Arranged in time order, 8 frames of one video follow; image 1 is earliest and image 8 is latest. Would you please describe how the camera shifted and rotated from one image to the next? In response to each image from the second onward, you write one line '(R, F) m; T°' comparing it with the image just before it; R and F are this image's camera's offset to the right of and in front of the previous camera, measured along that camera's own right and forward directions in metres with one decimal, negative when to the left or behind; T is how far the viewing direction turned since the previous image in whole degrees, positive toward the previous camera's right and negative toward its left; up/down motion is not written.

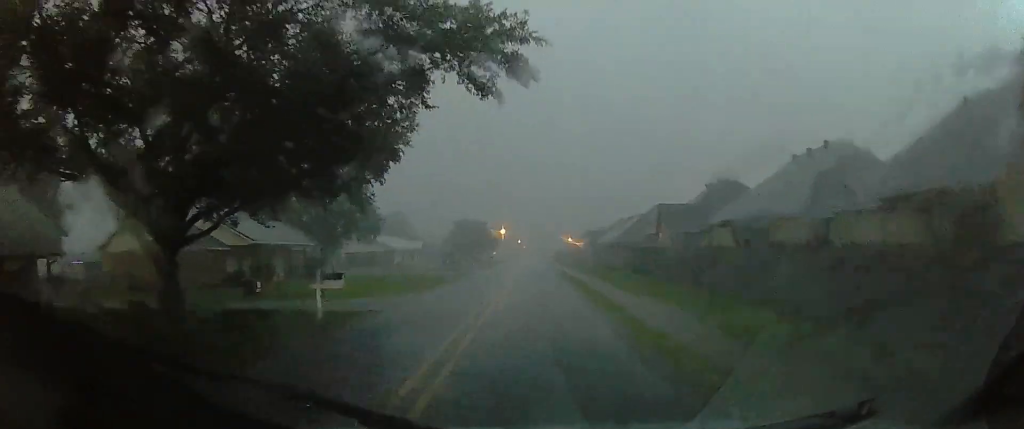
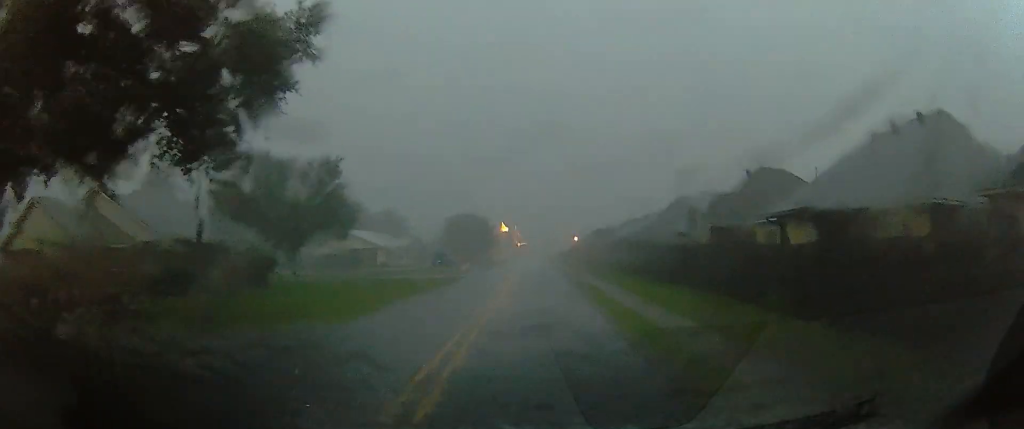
(0.0, +9.6) m; 0°
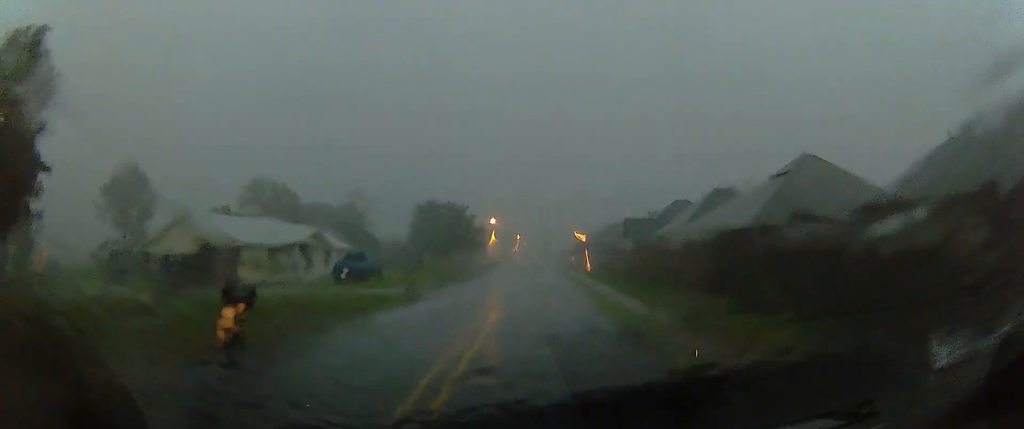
(0.0, +32.0) m; 0°
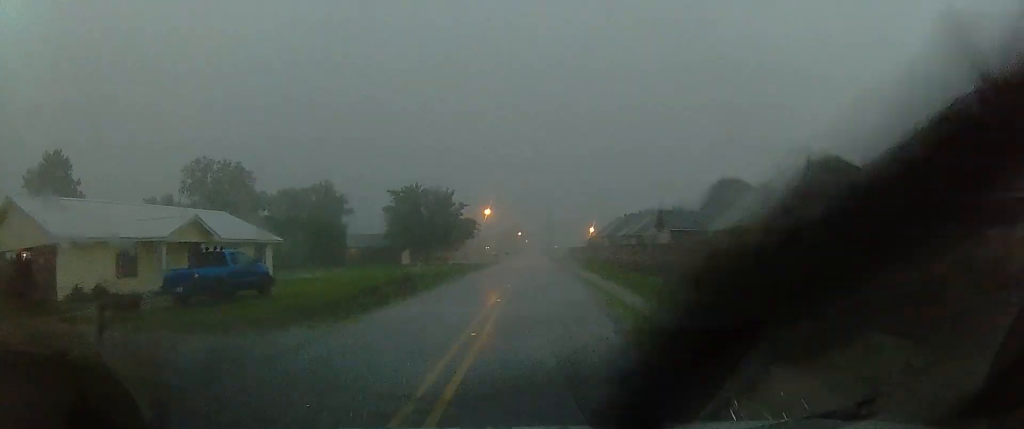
(0.0, +16.9) m; 0°
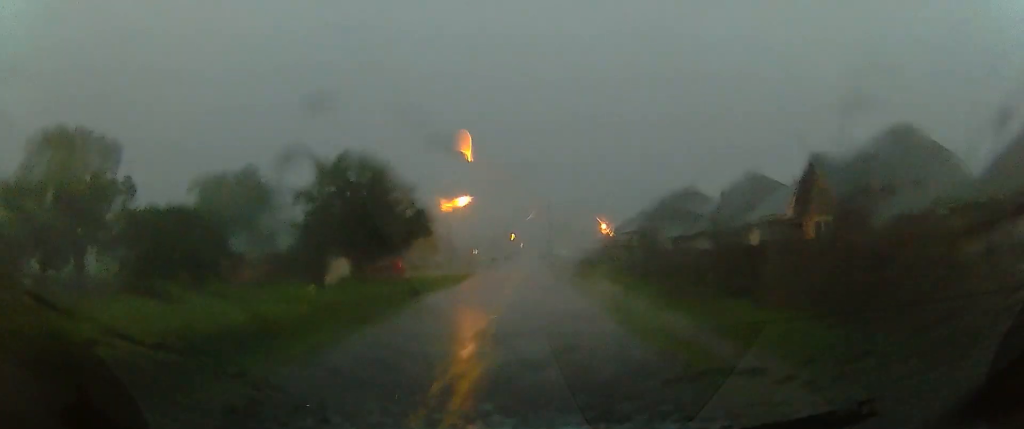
(0.0, +27.4) m; 0°
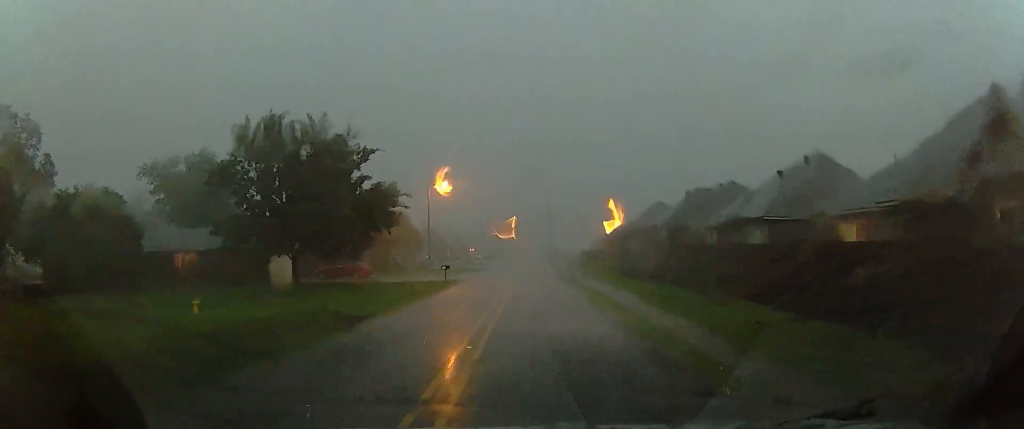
(0.0, +11.0) m; 0°
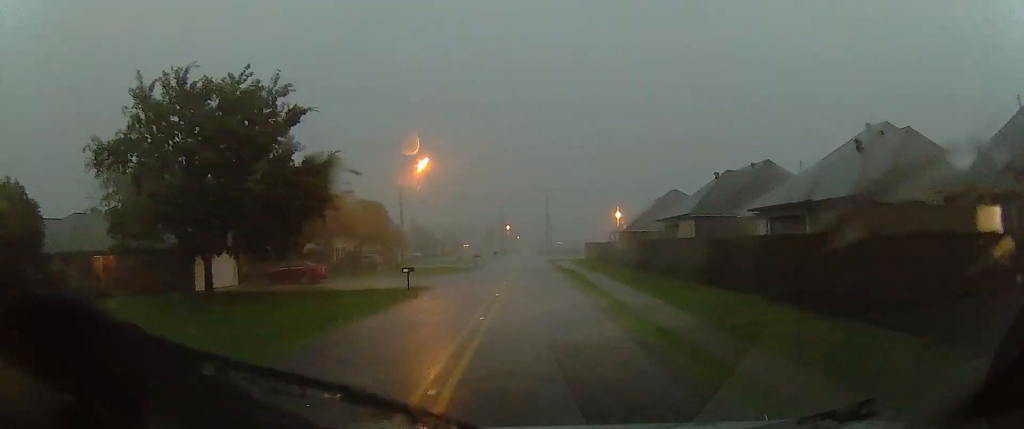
(0.0, +9.0) m; 0°
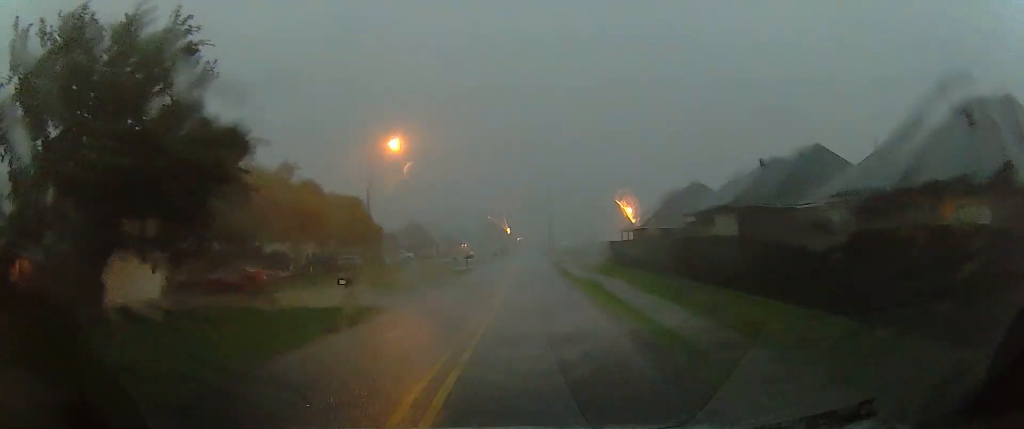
(0.0, +8.0) m; 0°
